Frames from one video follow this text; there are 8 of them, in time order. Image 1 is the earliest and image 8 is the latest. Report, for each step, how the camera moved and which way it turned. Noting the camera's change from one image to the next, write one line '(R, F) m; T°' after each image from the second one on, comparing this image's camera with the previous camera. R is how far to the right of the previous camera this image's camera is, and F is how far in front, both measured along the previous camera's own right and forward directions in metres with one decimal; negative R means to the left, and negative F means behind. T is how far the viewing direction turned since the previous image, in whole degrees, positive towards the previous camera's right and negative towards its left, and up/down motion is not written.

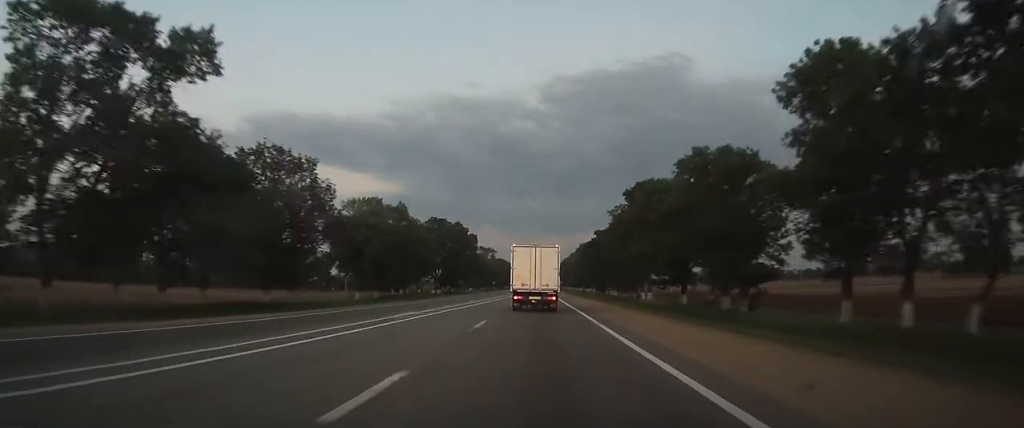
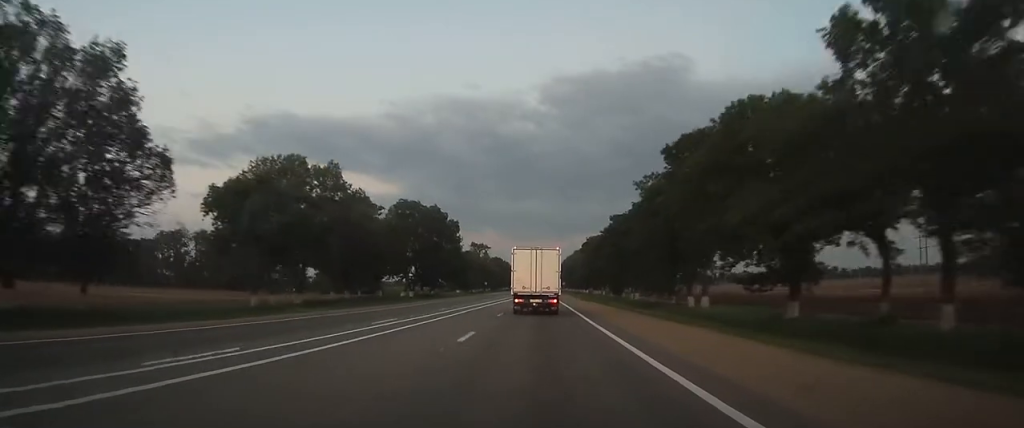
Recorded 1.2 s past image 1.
(0.0, +27.6) m; 0°
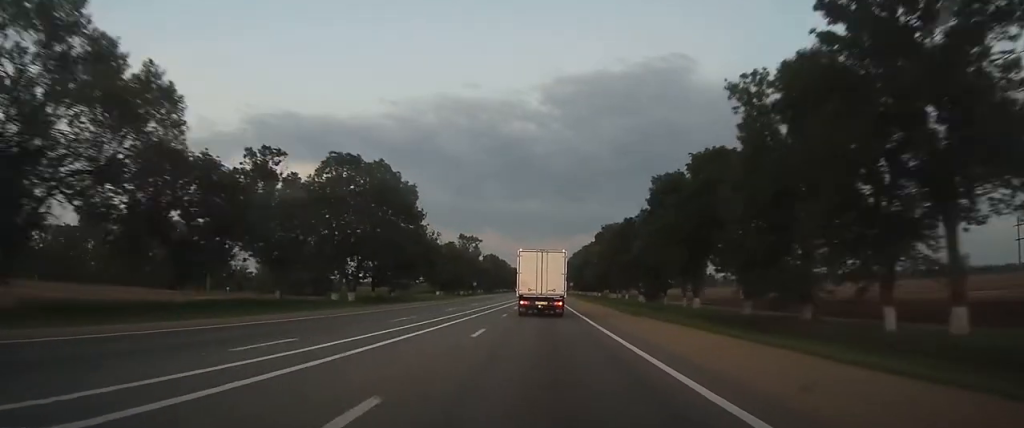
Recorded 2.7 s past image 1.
(+0.2, +34.5) m; +1°
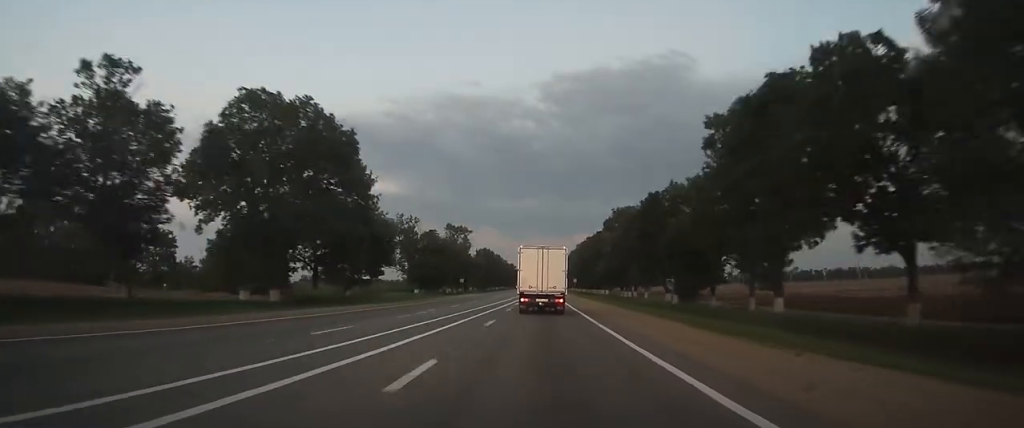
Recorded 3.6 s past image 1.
(0.0, +20.6) m; 0°
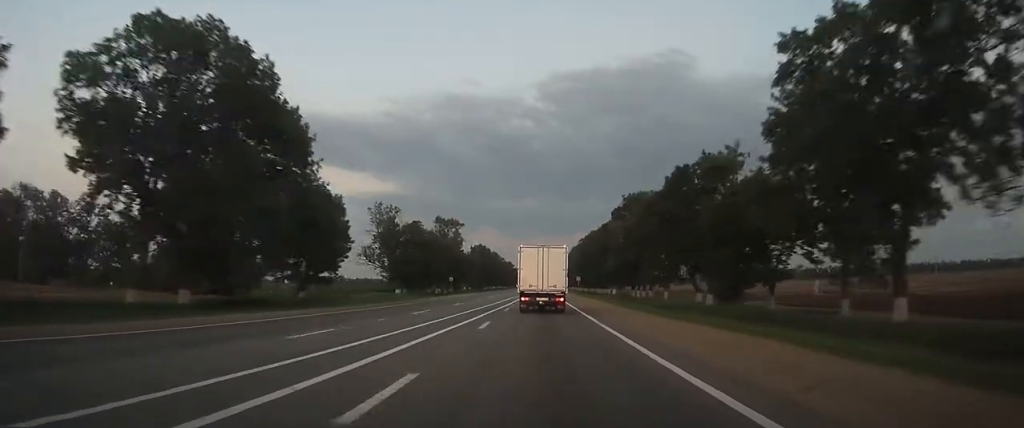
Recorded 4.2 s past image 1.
(0.0, +13.7) m; 0°
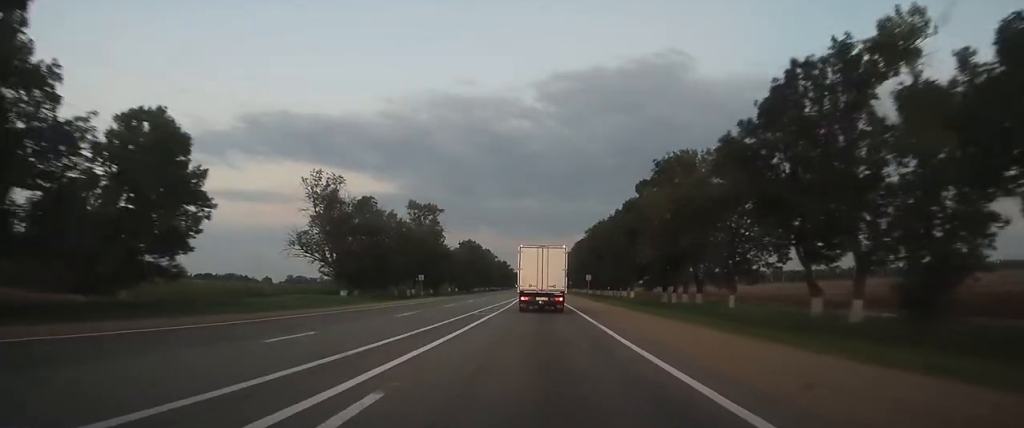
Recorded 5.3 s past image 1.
(0.0, +25.6) m; 0°
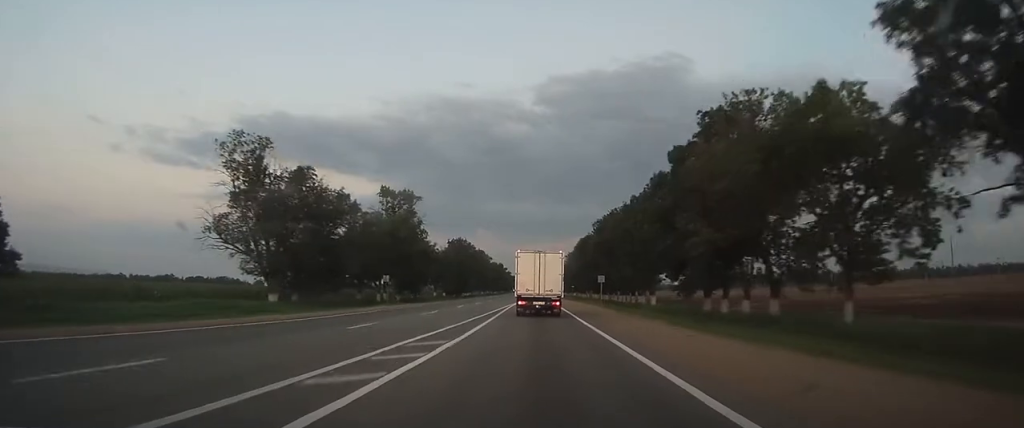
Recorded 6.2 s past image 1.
(0.0, +18.7) m; 0°
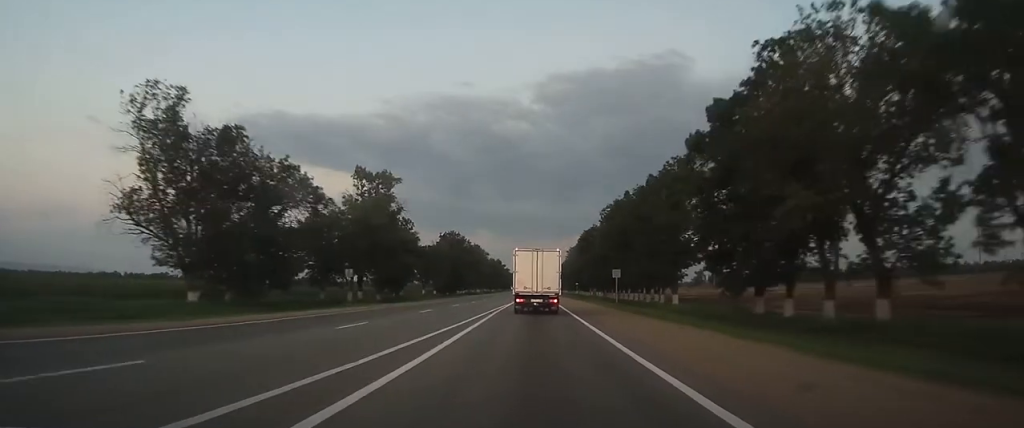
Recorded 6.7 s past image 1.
(0.0, +12.7) m; 0°
